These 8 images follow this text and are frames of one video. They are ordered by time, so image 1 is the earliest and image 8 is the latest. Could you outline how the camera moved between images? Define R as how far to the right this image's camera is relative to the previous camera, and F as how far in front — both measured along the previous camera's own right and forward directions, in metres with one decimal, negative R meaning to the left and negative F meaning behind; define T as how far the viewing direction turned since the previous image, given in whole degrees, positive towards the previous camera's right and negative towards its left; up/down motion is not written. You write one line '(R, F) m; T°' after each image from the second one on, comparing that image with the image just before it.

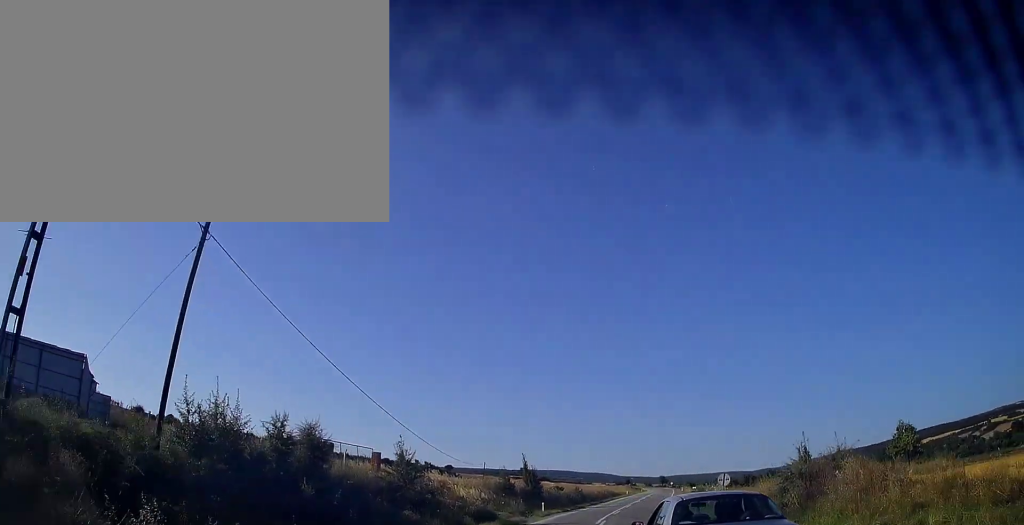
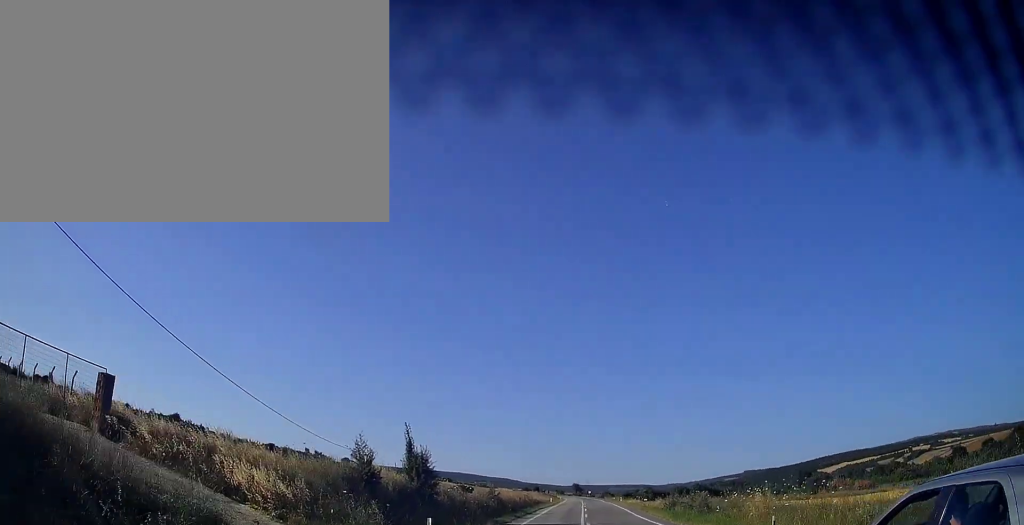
(+1.6, +21.9) m; +9°
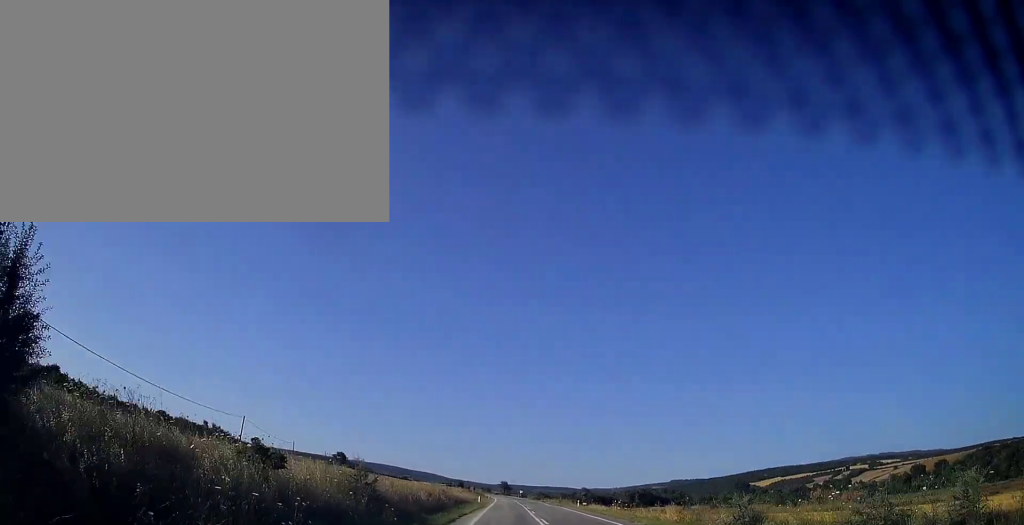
(+1.5, +22.4) m; +7°
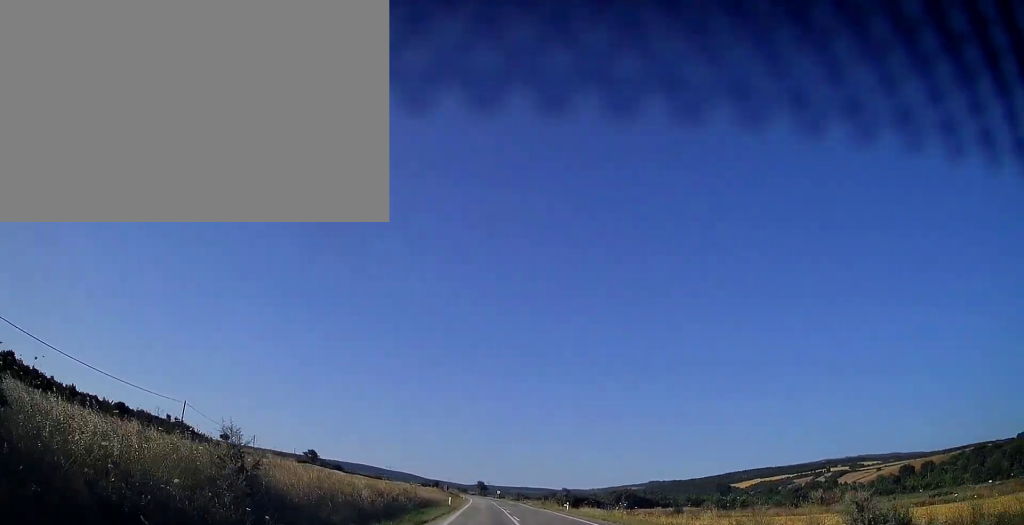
(+0.3, +9.5) m; +2°
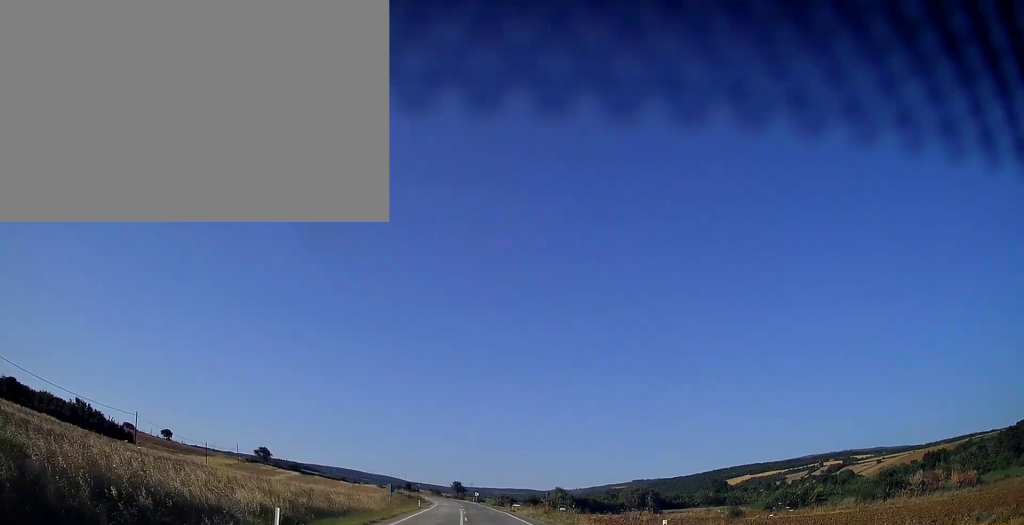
(+1.6, +32.1) m; +4°
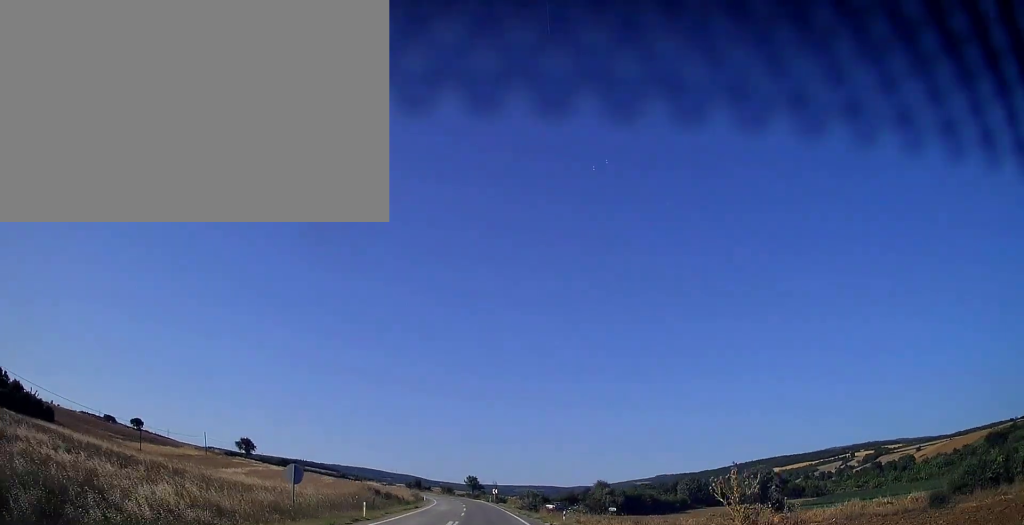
(+0.1, +31.7) m; -1°
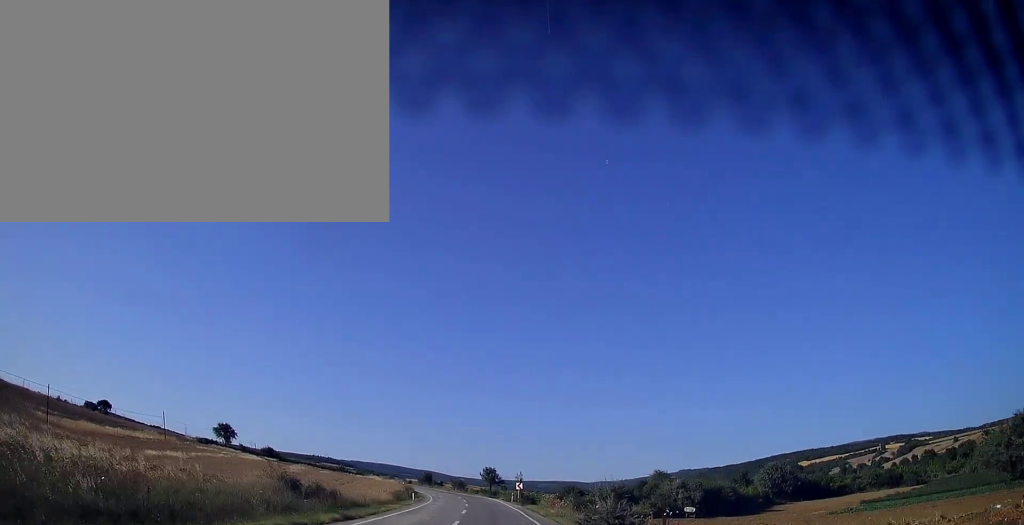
(-0.5, +29.4) m; -2°
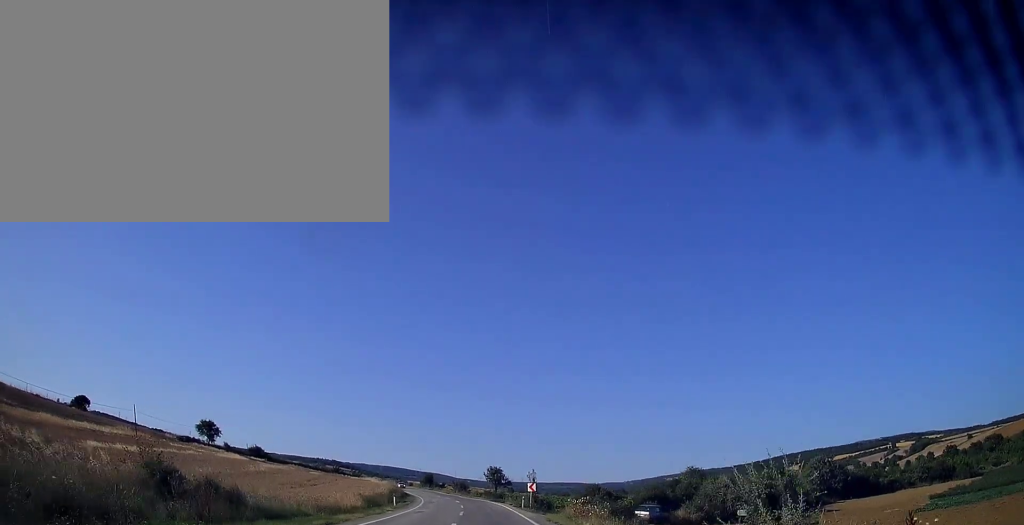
(0.0, +12.2) m; -1°
